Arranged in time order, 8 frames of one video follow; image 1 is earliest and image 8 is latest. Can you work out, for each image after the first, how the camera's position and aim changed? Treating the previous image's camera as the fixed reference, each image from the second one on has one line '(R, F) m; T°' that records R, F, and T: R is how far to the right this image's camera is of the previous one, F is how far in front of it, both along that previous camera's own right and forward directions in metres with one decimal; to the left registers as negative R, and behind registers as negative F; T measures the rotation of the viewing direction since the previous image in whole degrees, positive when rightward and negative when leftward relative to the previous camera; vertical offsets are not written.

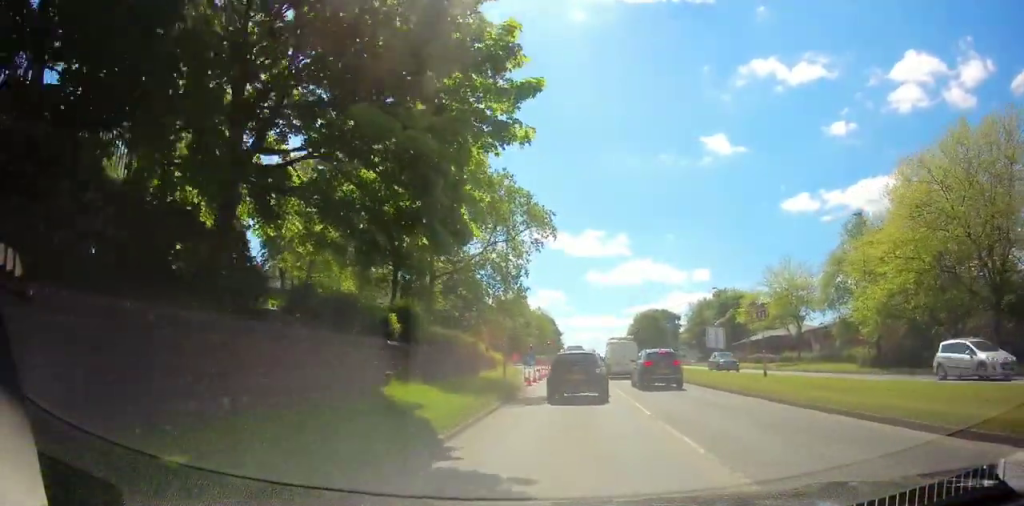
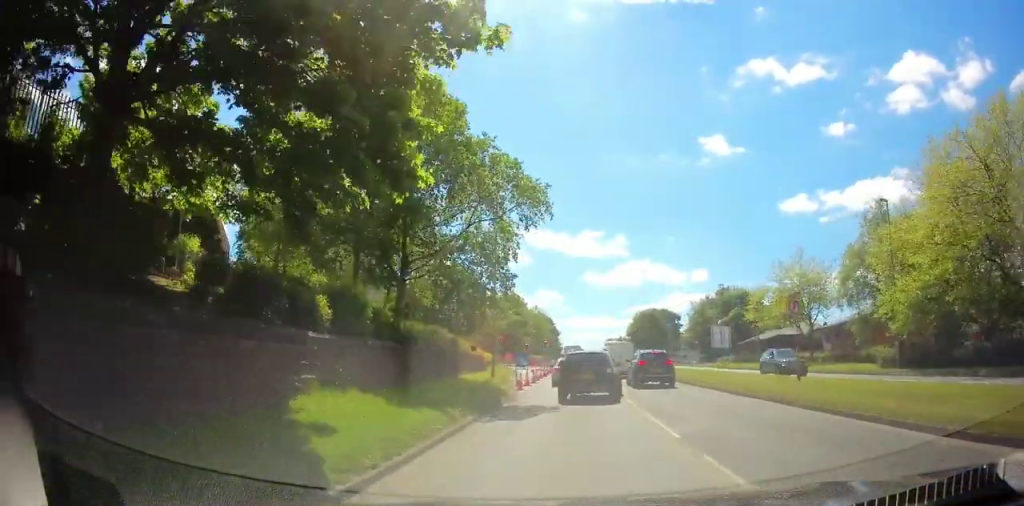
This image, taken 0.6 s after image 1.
(0.0, +4.0) m; 0°
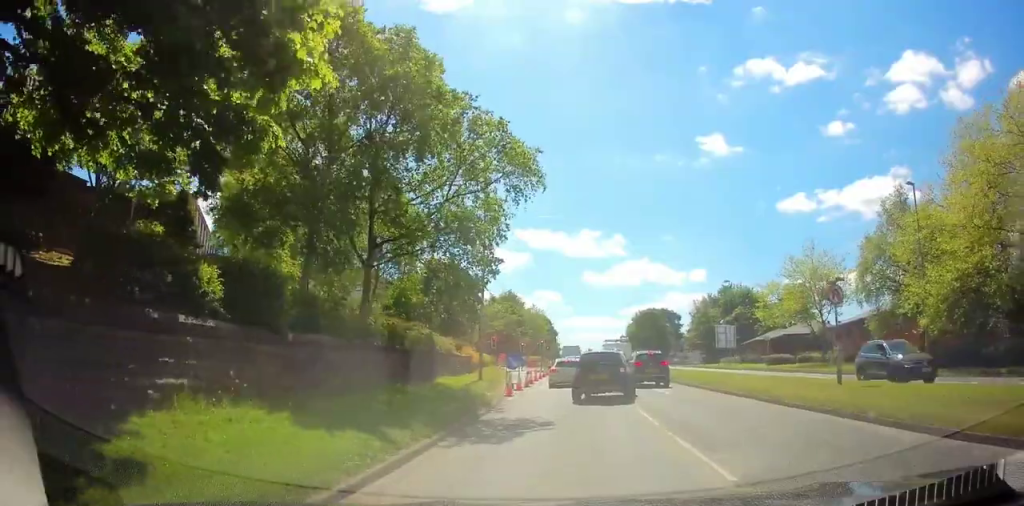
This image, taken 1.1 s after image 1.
(0.0, +3.4) m; 0°
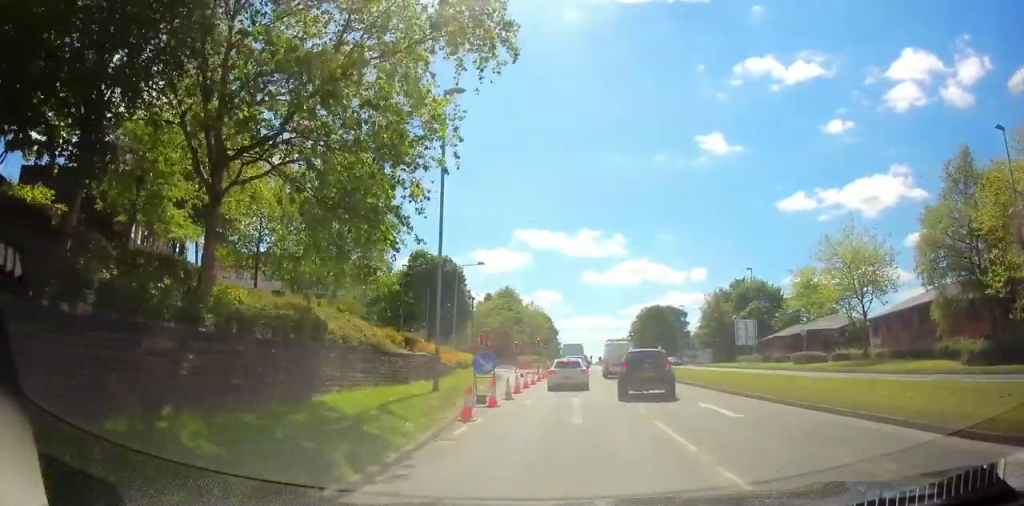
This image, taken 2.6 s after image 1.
(0.0, +8.5) m; -1°
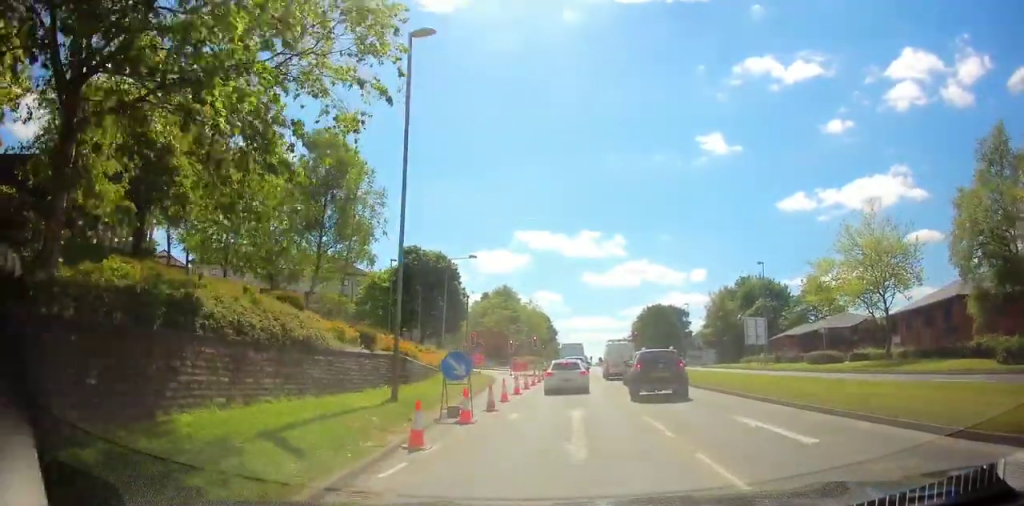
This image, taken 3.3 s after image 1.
(0.0, +4.2) m; -1°
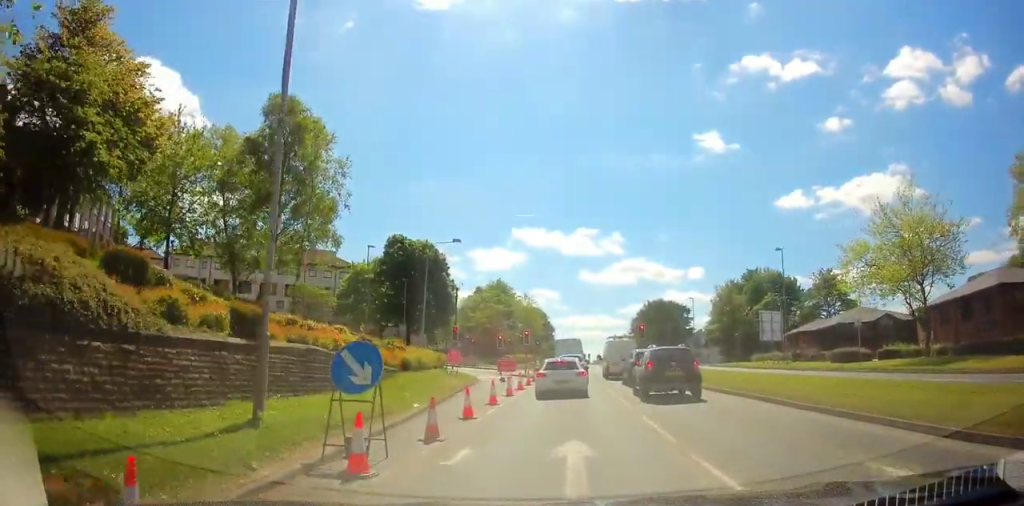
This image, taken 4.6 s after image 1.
(-0.1, +6.1) m; -2°
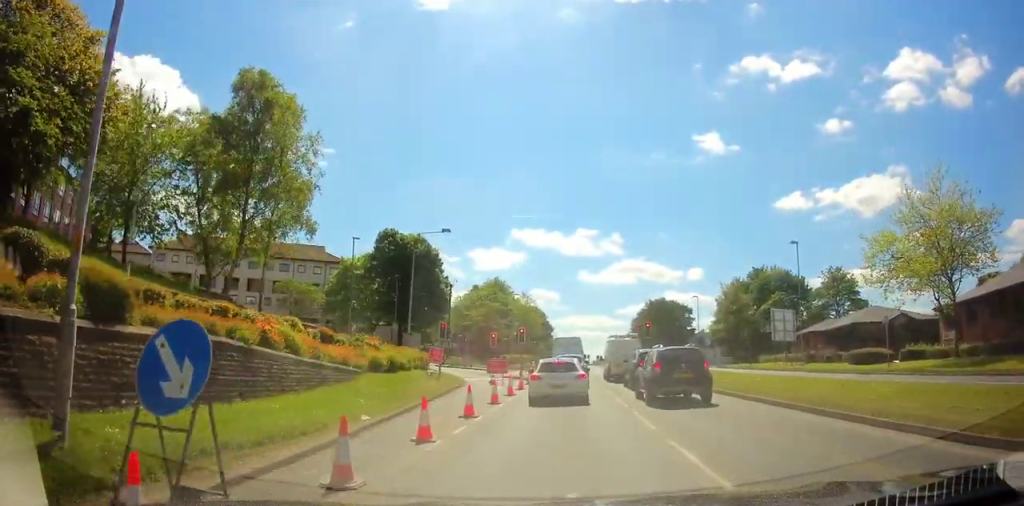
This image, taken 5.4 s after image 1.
(-0.1, +3.6) m; -1°
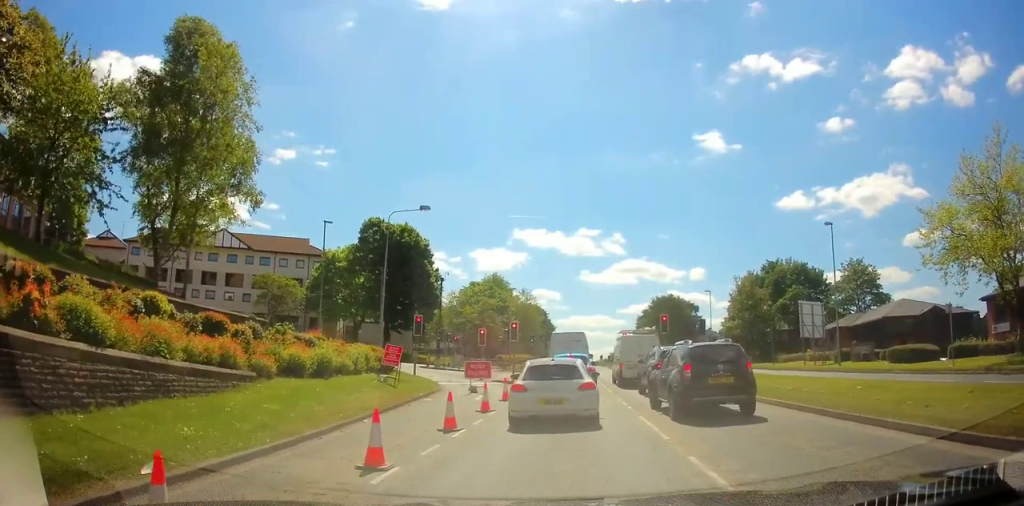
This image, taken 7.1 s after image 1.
(+0.1, +6.3) m; +2°
